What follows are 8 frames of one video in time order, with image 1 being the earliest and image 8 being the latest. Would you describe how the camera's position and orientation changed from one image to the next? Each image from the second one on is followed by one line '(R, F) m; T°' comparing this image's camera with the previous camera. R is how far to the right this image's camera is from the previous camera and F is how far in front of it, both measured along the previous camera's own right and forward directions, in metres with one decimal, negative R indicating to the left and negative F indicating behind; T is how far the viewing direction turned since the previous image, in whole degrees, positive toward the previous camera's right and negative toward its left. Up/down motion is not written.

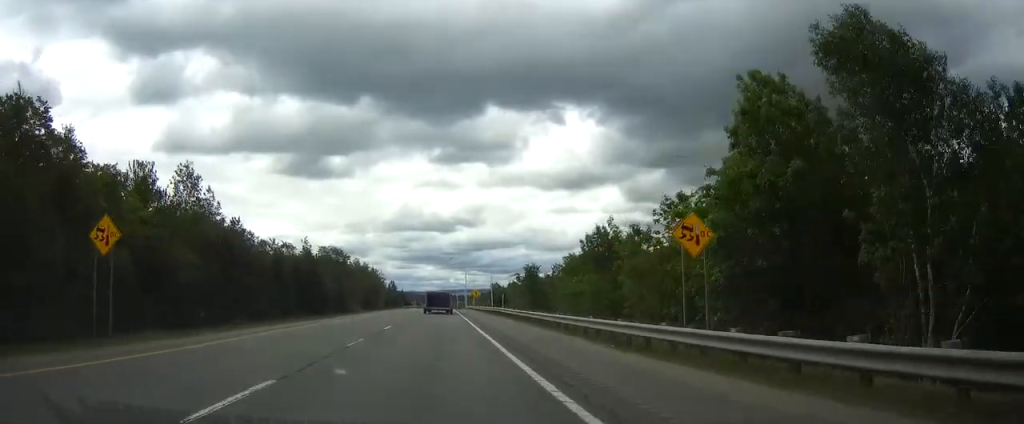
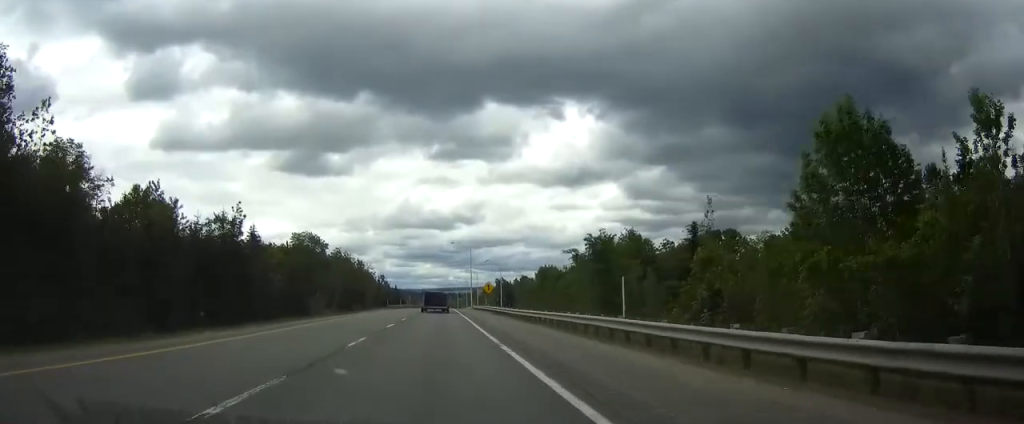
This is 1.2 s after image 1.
(0.0, +38.4) m; 0°
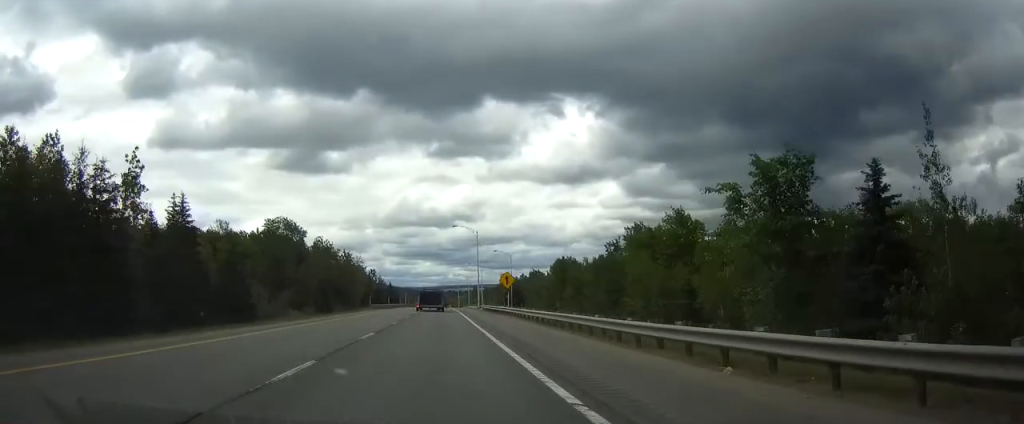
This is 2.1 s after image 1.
(0.0, +27.8) m; 0°
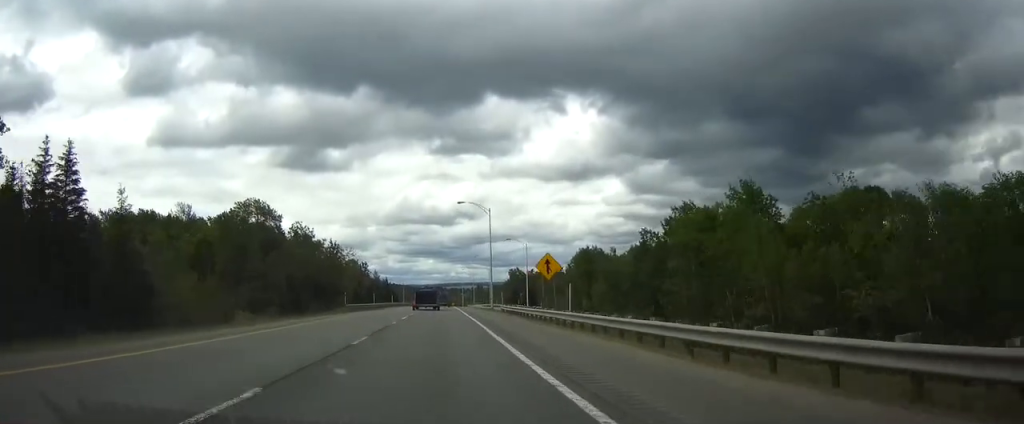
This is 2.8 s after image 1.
(0.0, +24.7) m; 0°
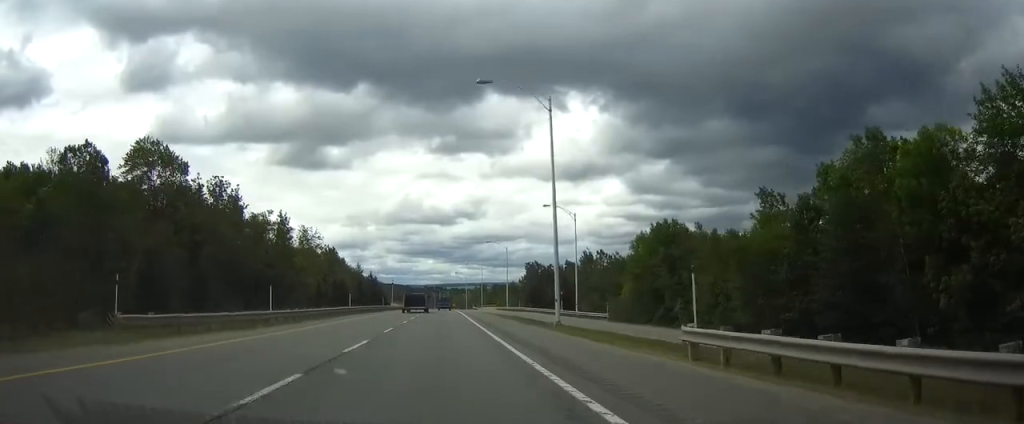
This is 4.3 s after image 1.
(0.0, +47.4) m; 0°
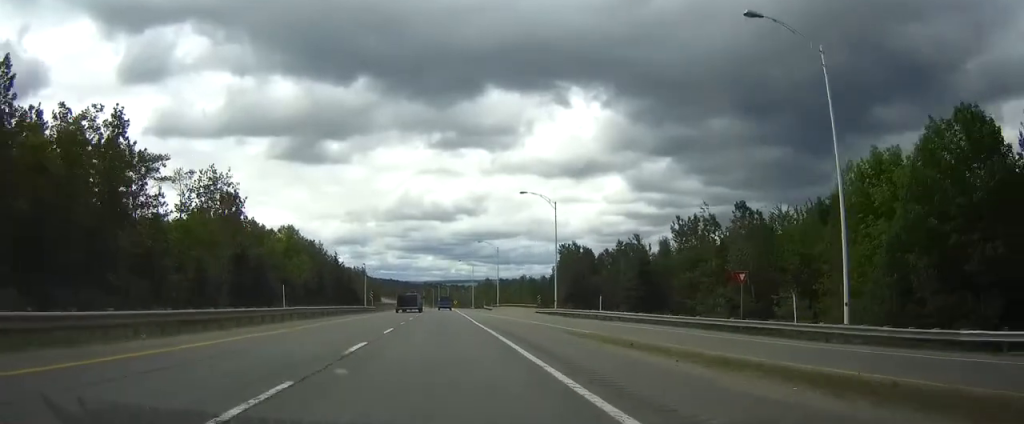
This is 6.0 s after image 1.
(-0.1, +56.2) m; 0°
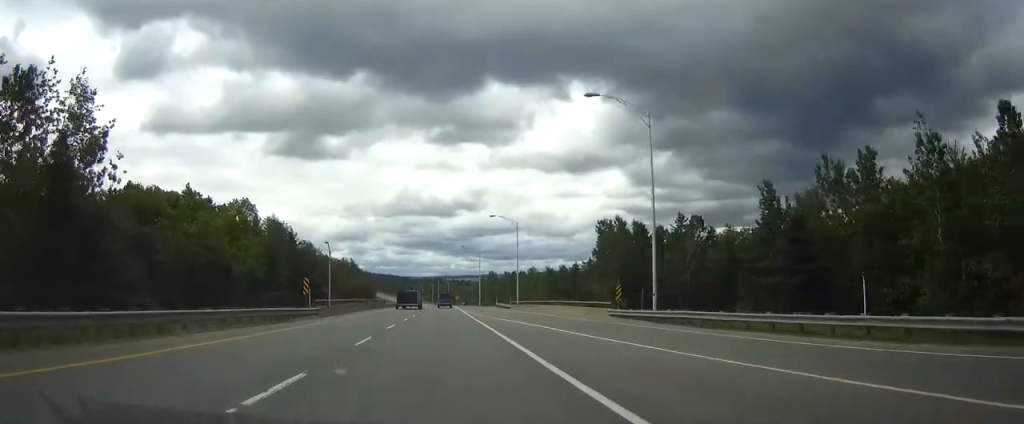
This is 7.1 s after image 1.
(0.0, +34.7) m; 0°
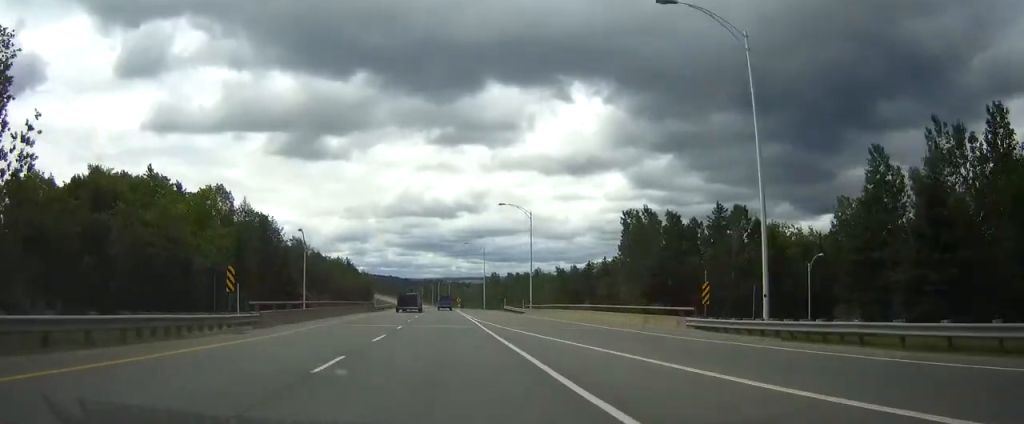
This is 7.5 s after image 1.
(0.0, +14.1) m; 0°
